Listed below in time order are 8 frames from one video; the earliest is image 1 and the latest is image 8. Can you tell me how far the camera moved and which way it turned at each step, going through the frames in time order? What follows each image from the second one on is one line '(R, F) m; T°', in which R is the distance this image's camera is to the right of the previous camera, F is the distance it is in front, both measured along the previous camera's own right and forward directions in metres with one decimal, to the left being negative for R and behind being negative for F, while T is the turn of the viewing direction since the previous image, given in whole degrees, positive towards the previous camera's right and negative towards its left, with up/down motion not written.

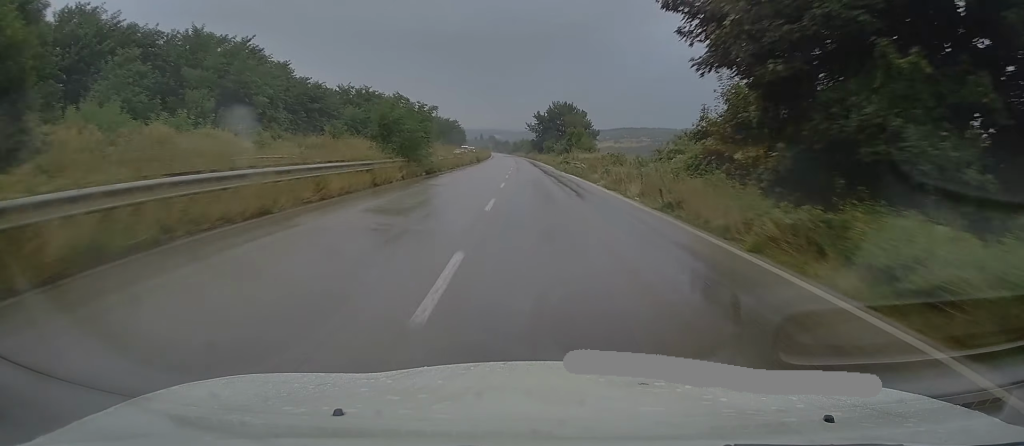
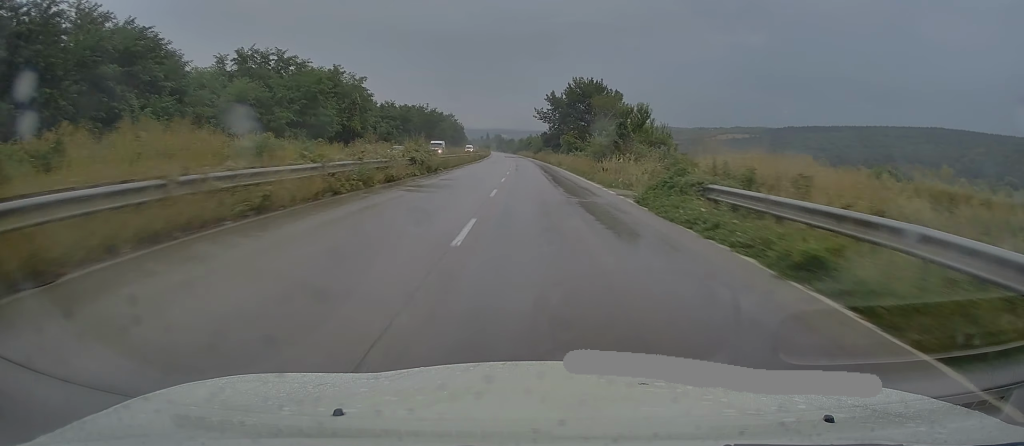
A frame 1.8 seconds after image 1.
(-0.1, +40.6) m; -2°
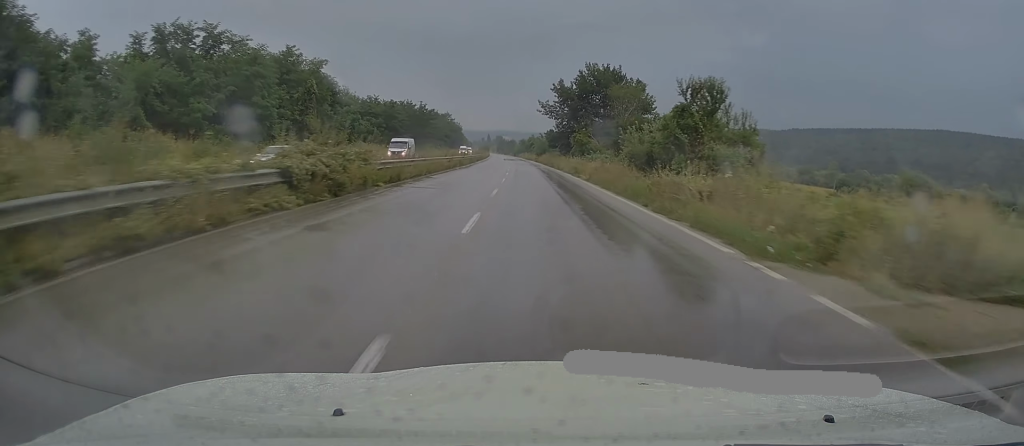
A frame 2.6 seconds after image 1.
(-0.3, +16.2) m; -1°
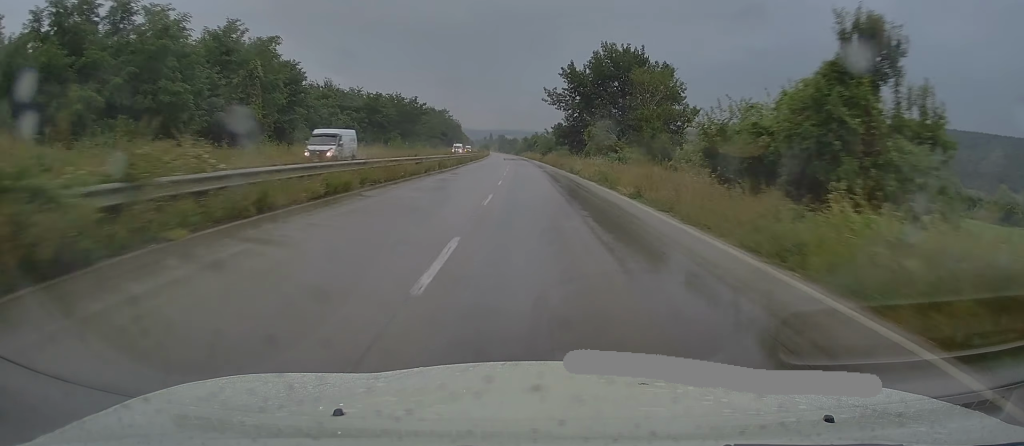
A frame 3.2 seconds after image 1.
(0.0, +13.3) m; 0°
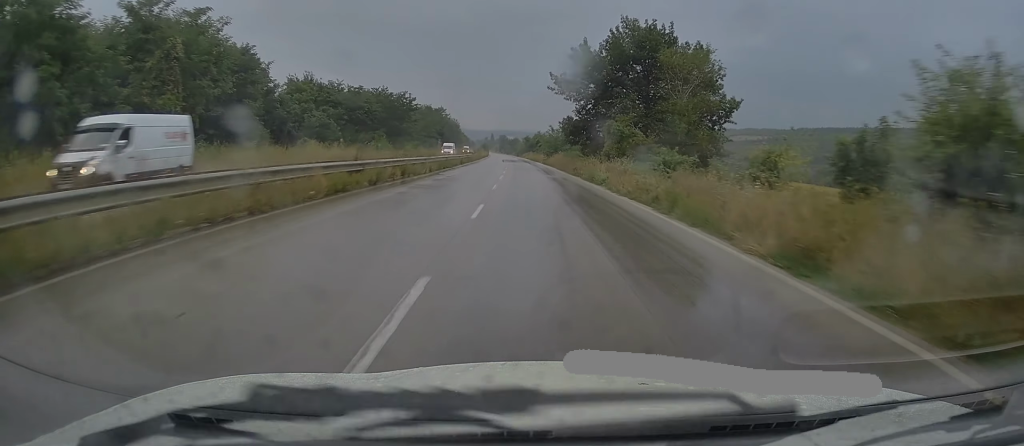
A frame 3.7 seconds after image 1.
(0.0, +11.8) m; 0°
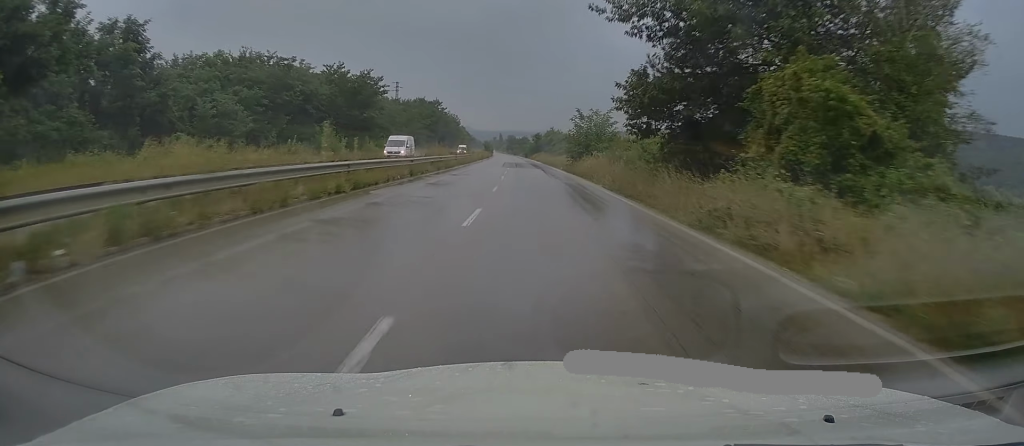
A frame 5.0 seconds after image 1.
(+0.2, +28.1) m; 0°
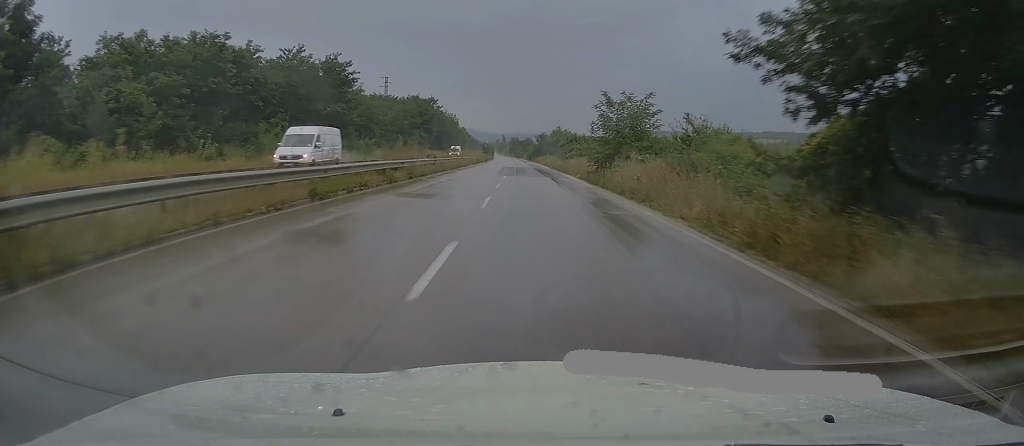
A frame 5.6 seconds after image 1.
(-0.1, +14.0) m; -1°
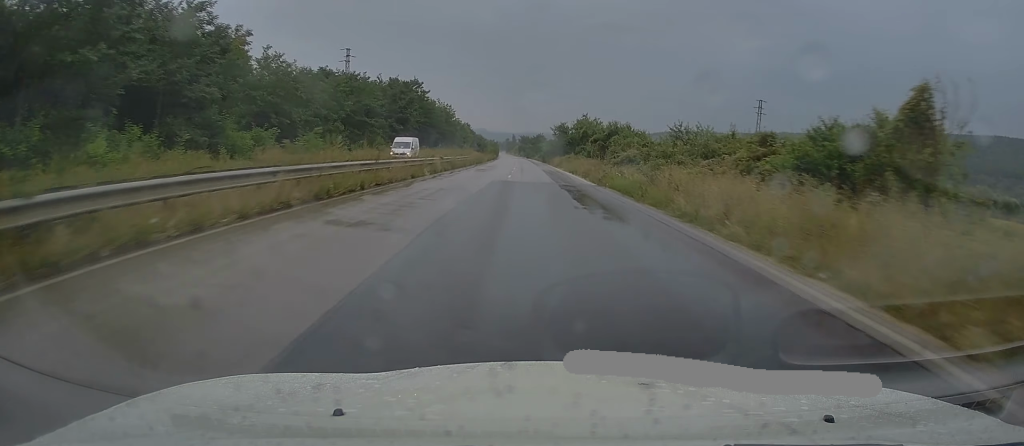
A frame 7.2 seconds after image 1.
(-0.4, +34.4) m; 0°
